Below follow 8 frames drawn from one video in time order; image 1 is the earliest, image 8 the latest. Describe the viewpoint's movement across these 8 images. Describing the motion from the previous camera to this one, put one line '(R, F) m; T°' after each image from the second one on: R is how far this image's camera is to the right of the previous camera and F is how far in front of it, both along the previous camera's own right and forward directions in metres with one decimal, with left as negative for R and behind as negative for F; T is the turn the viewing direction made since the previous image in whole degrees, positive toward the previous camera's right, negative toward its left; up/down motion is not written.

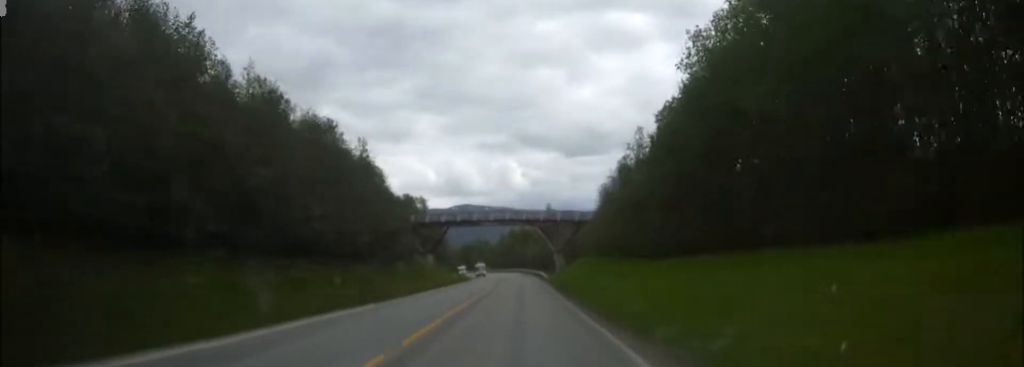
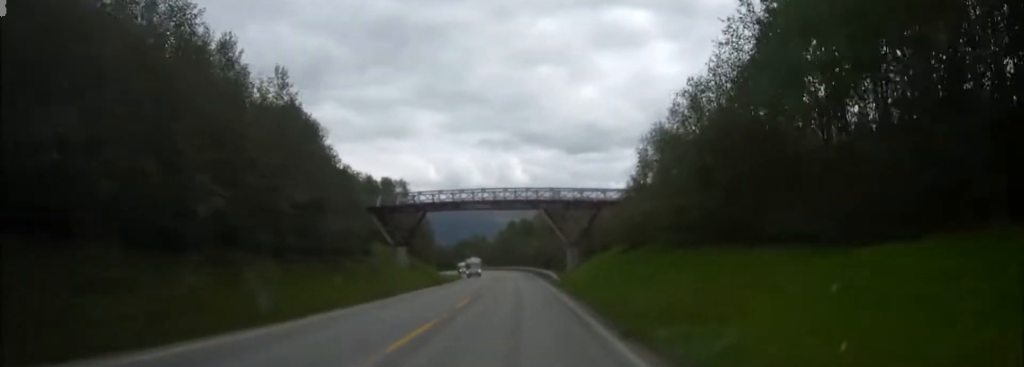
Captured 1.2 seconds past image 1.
(-0.1, +25.5) m; 0°
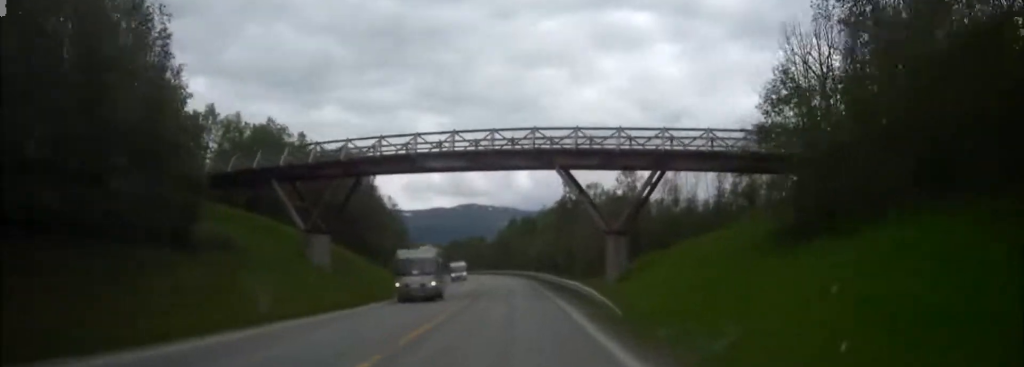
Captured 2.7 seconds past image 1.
(+0.2, +34.2) m; 0°
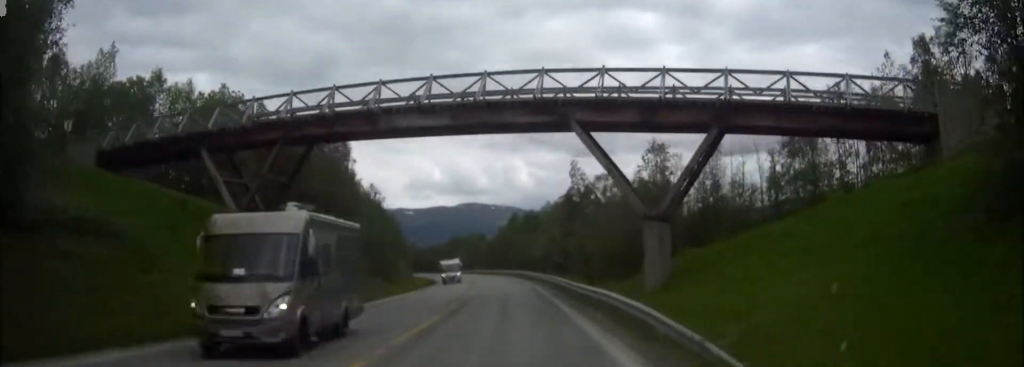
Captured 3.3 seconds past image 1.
(0.0, +12.4) m; 0°
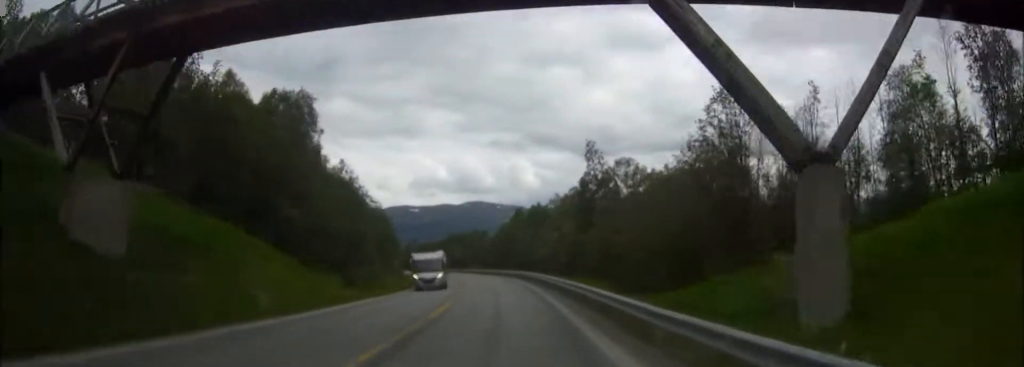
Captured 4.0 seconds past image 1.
(0.0, +16.0) m; -1°
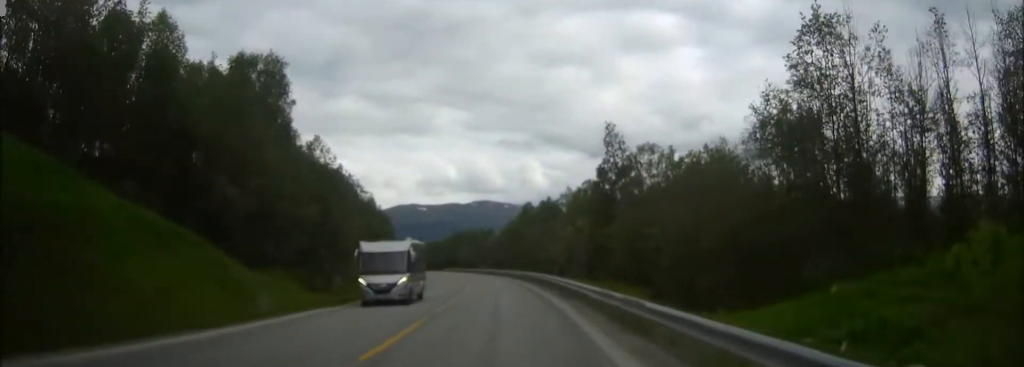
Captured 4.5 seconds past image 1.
(-0.1, +10.9) m; -1°
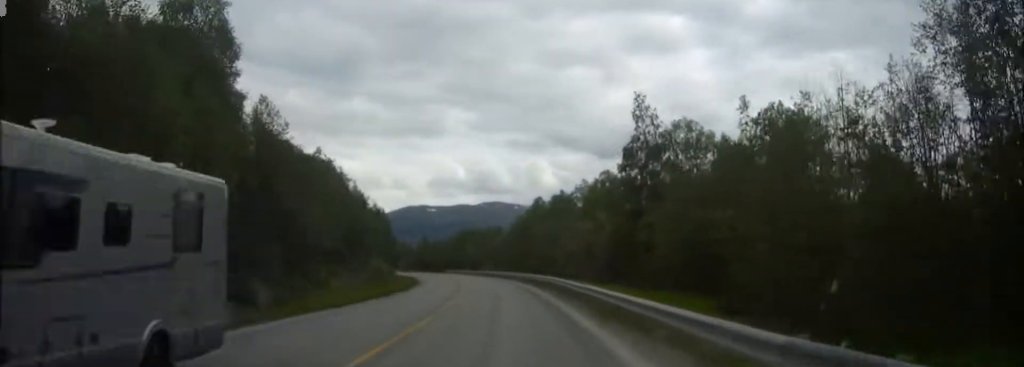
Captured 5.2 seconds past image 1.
(0.0, +13.8) m; -1°
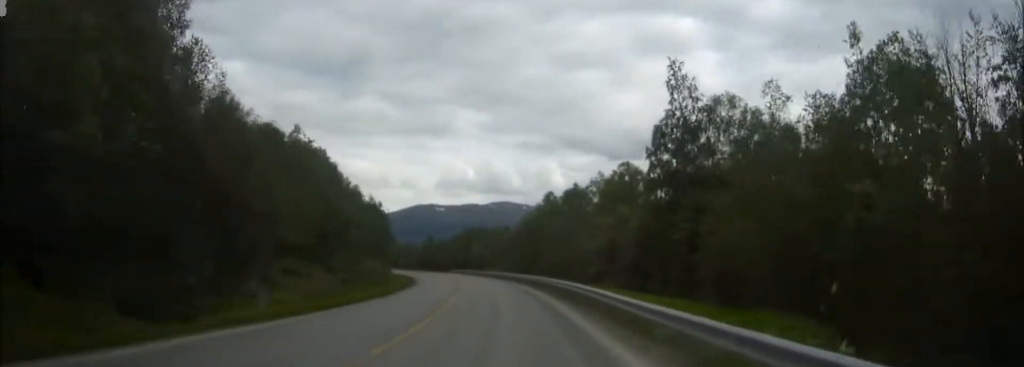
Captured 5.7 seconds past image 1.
(-0.2, +10.9) m; -1°
